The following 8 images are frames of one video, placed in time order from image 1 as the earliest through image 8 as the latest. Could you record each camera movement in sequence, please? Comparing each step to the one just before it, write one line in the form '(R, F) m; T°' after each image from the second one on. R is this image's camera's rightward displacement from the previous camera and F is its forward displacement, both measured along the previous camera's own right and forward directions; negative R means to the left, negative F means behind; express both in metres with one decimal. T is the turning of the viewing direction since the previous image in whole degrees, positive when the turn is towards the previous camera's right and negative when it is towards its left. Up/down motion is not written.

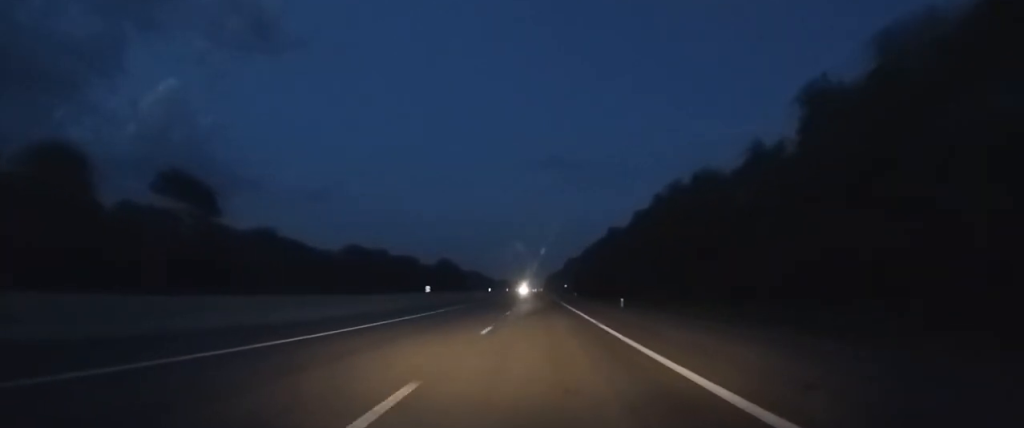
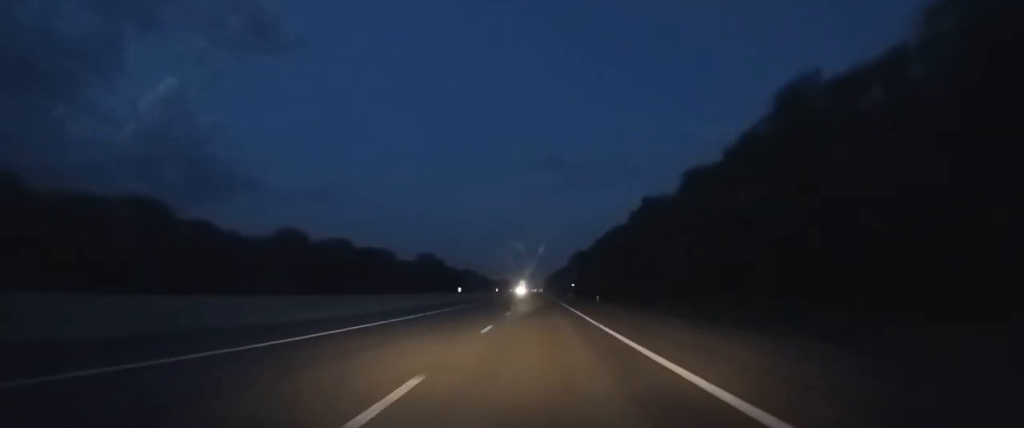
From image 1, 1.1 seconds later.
(-0.1, +31.0) m; 0°
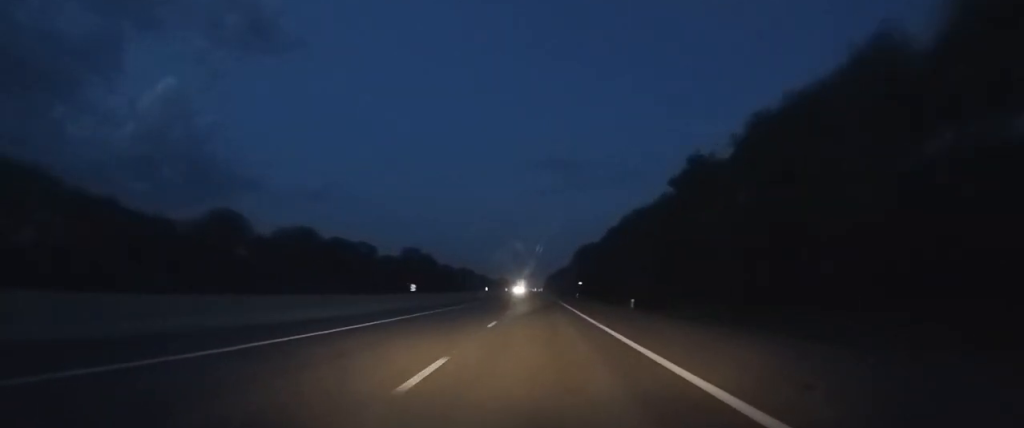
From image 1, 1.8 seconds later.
(0.0, +20.2) m; 0°
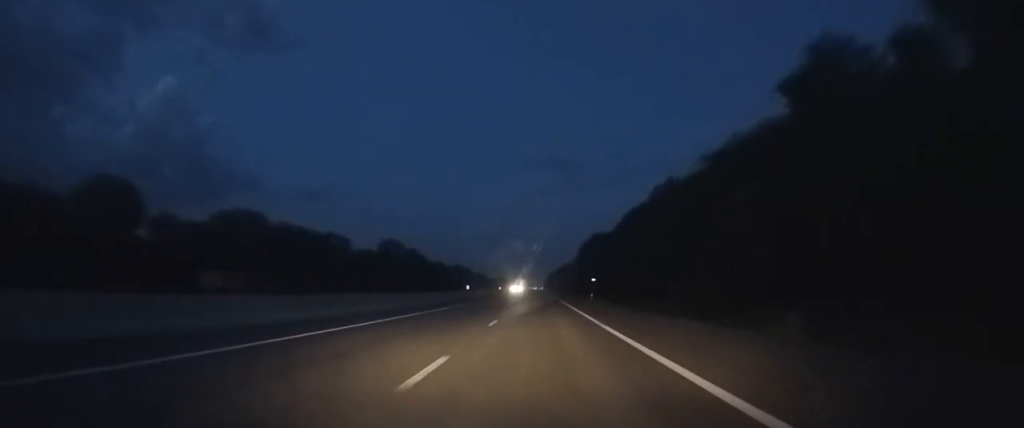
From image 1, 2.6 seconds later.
(0.0, +22.8) m; 0°
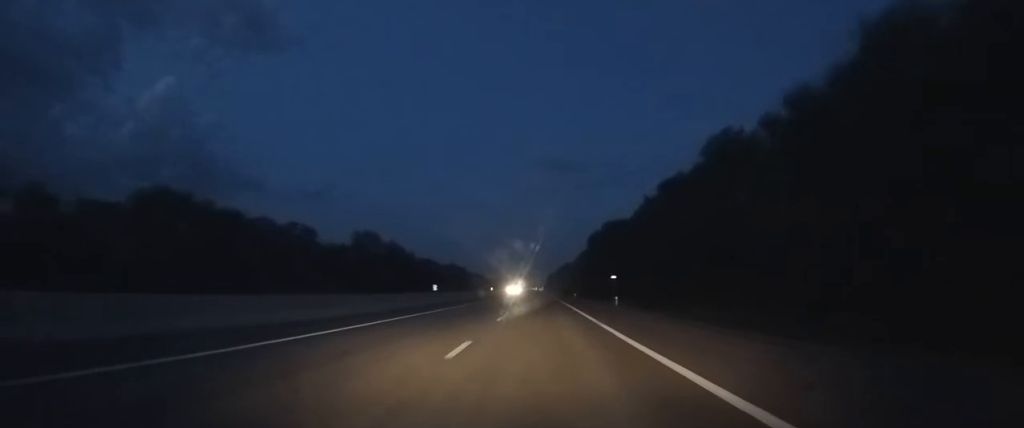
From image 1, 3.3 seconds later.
(0.0, +20.2) m; 0°
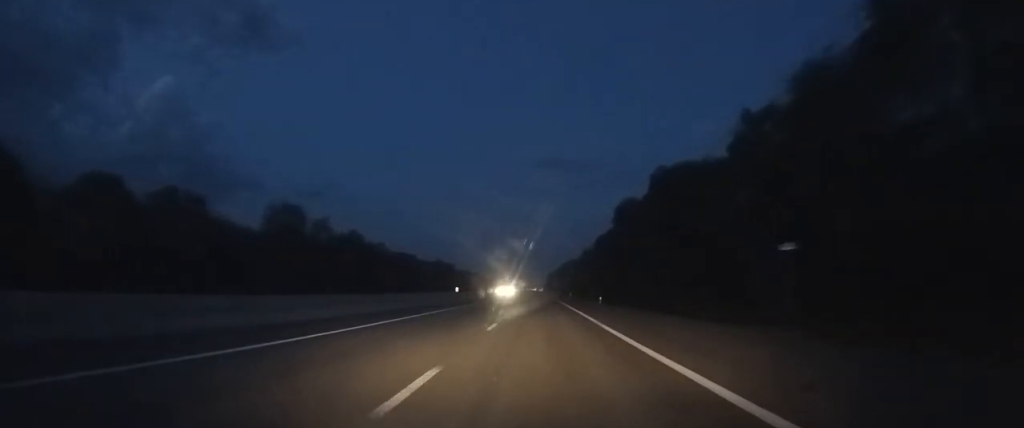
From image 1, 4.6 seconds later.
(+0.1, +41.1) m; 0°
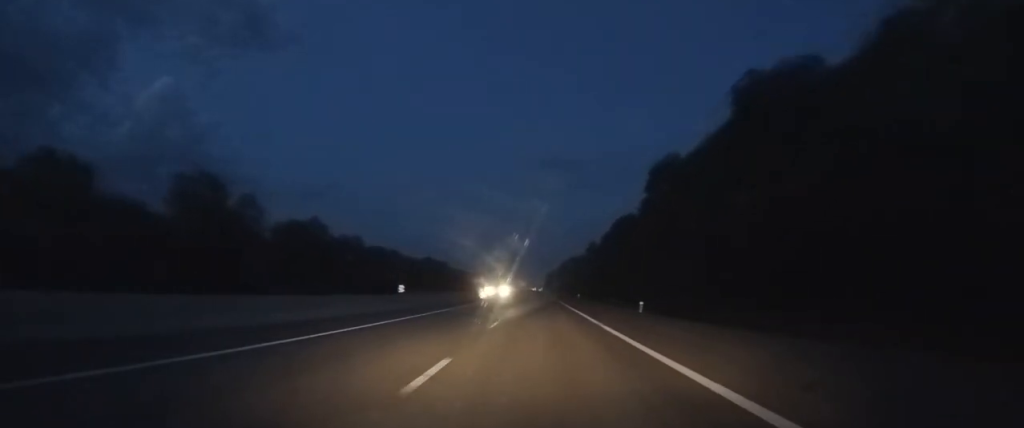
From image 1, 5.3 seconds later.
(0.0, +24.3) m; 0°
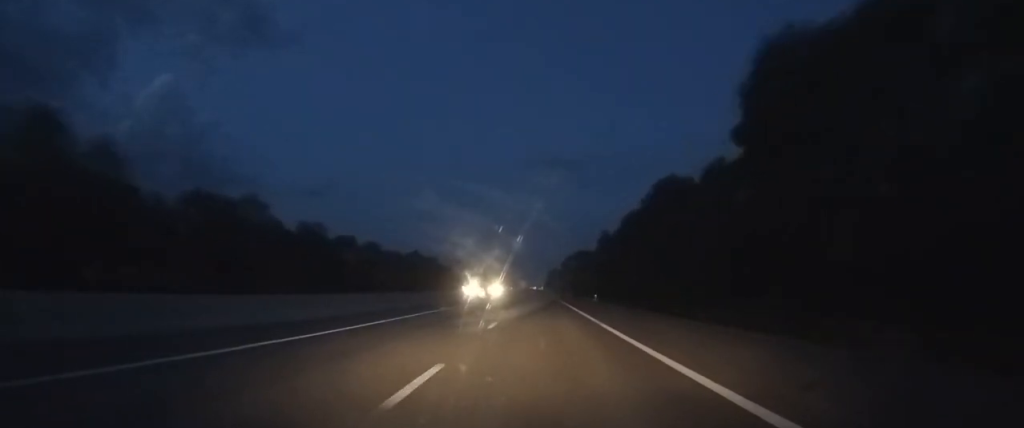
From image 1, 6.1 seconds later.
(+0.1, +27.8) m; 0°
